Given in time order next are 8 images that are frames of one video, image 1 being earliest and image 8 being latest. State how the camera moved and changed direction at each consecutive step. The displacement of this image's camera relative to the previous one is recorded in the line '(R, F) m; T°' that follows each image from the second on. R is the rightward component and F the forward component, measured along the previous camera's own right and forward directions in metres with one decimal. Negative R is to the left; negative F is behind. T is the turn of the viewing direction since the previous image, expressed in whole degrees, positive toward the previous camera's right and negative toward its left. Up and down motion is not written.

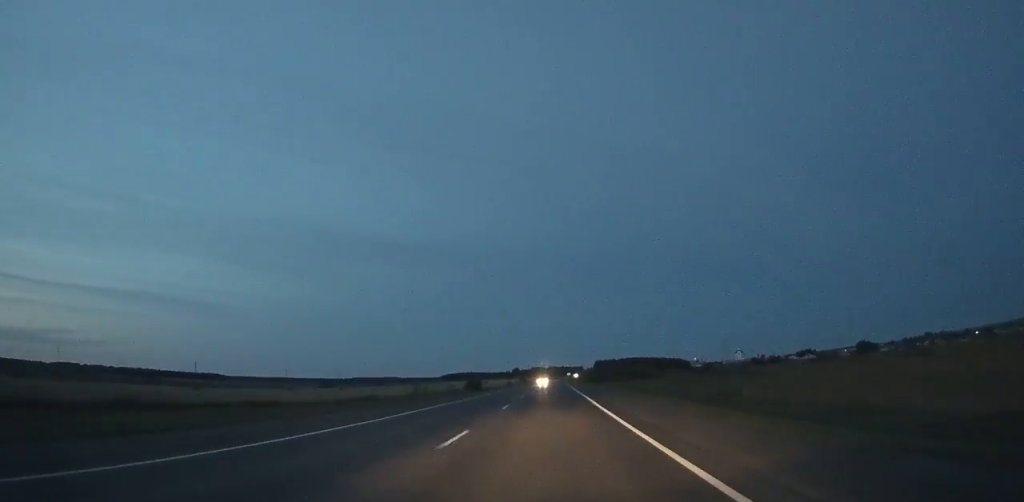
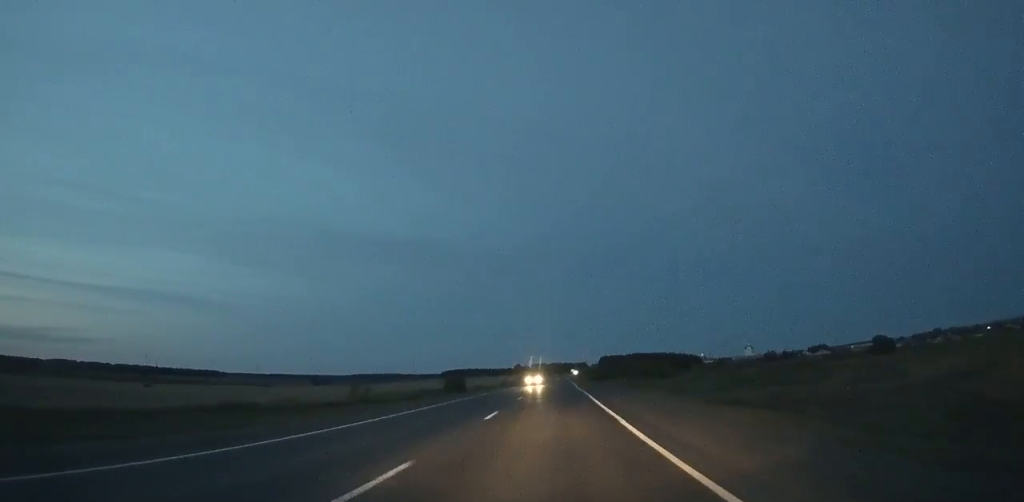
(0.0, +28.6) m; 0°
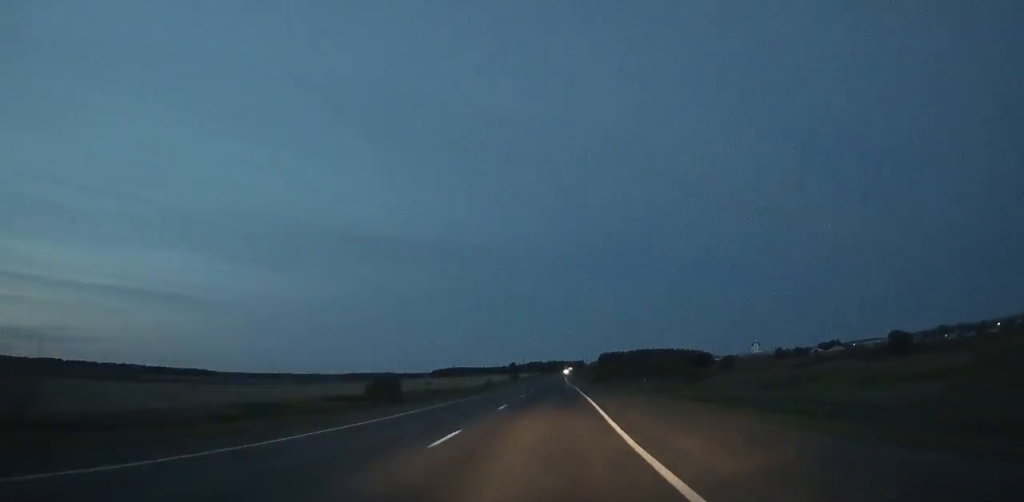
(0.0, +42.8) m; 0°
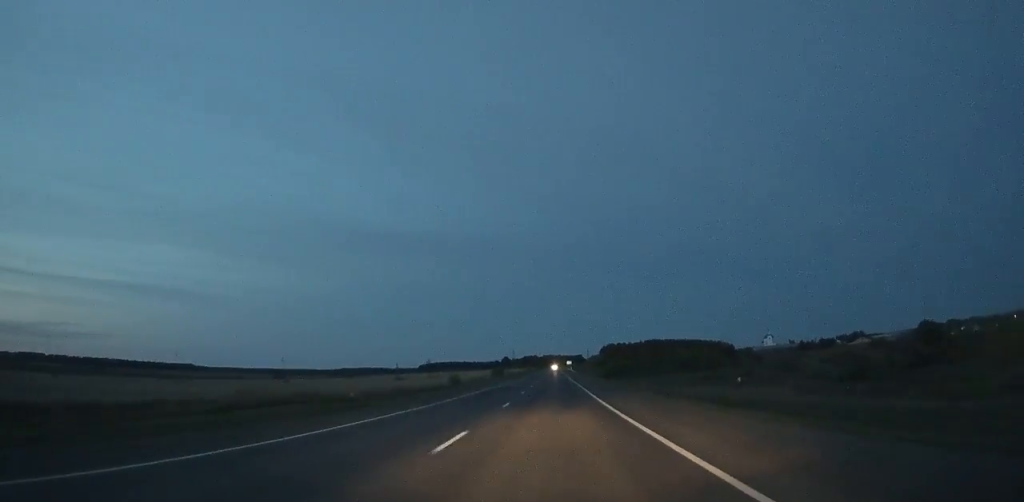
(0.0, +60.3) m; 0°
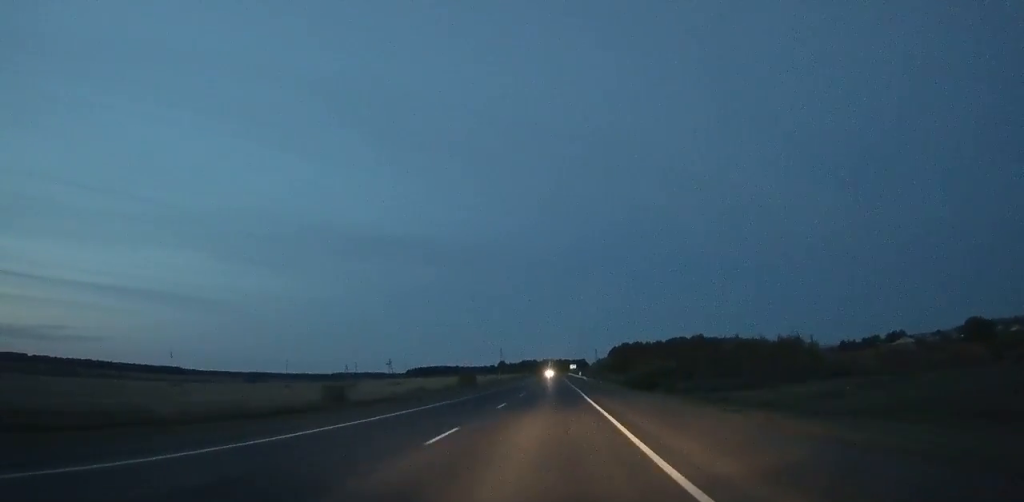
(0.0, +70.7) m; 0°
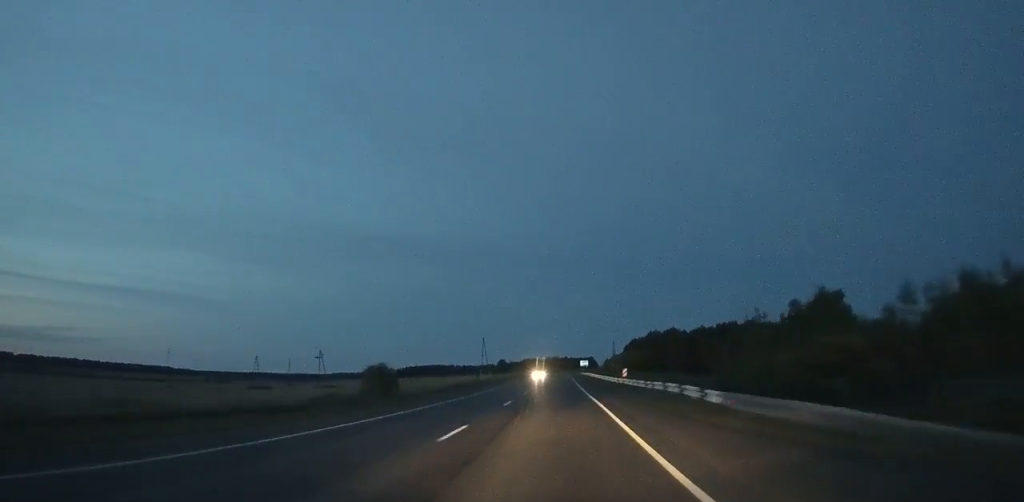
(-0.1, +71.2) m; 0°
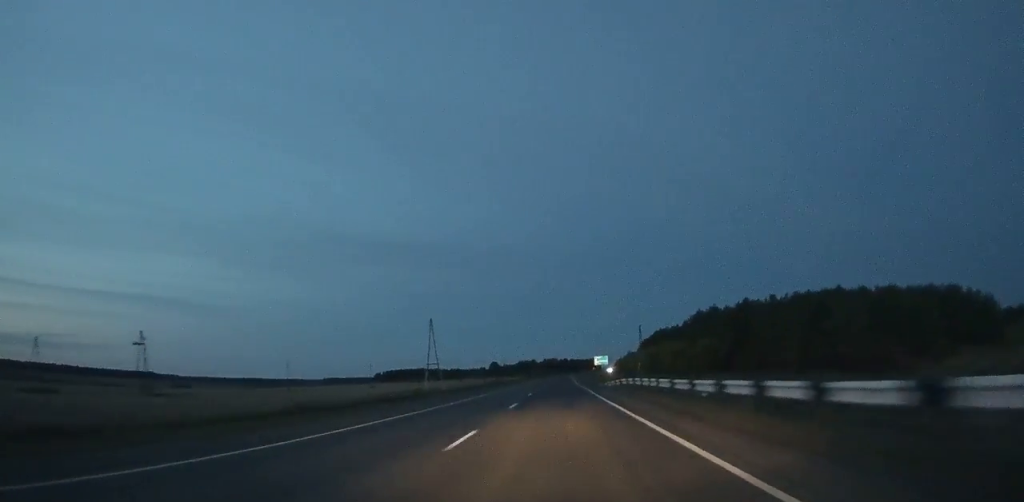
(-0.1, +73.5) m; 0°
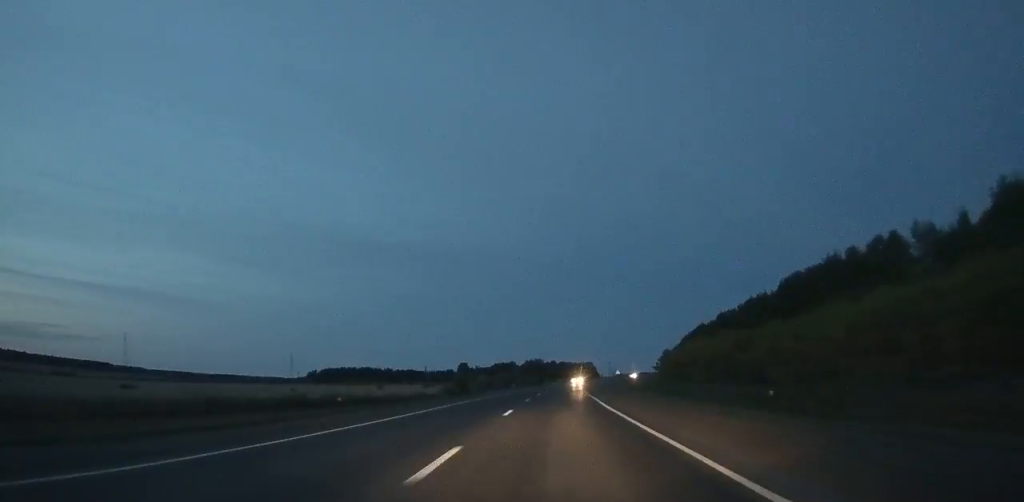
(+0.5, +134.3) m; +1°
